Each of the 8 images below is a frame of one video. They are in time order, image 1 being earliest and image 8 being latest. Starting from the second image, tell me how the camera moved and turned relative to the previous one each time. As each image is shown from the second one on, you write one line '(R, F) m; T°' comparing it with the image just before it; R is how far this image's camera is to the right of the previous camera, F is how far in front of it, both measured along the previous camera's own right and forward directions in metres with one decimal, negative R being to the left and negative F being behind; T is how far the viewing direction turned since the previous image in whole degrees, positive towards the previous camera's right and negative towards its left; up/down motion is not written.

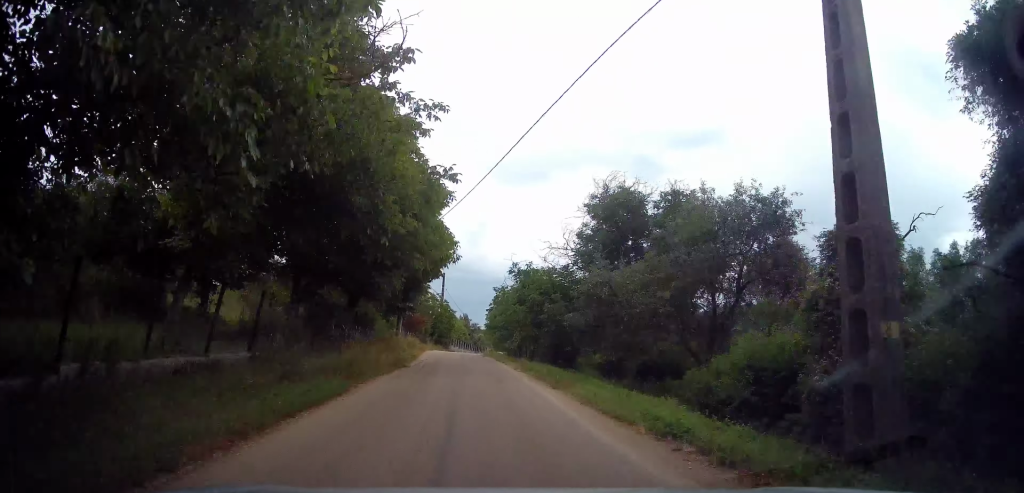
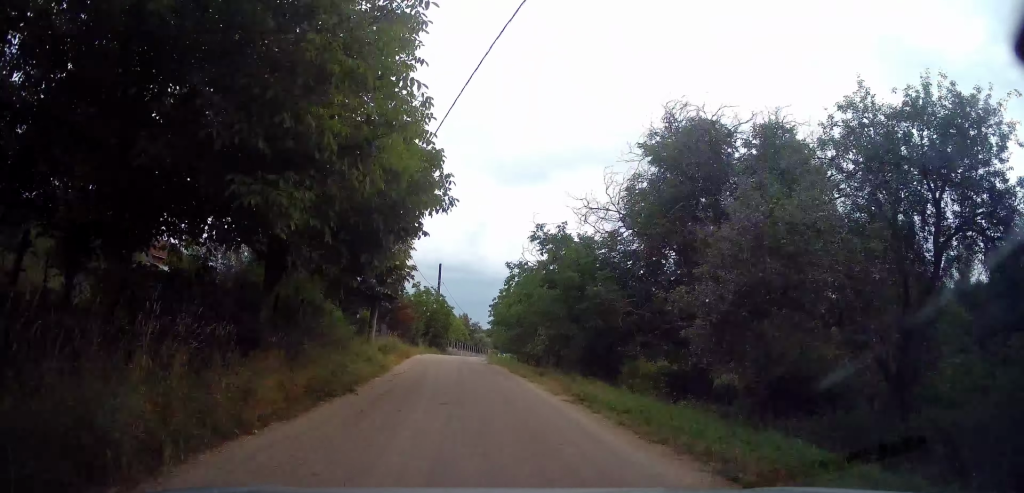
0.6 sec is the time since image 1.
(+0.1, +9.5) m; -1°
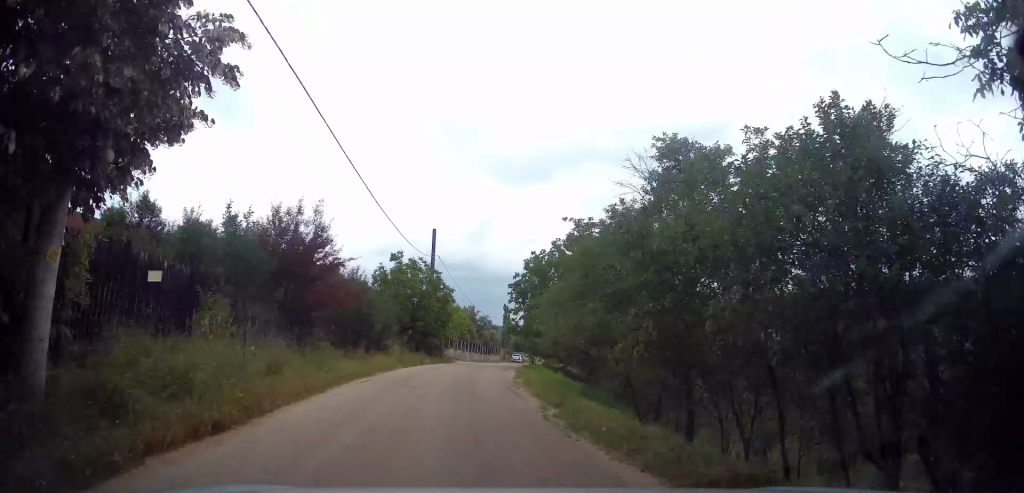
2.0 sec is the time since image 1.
(-0.1, +20.2) m; +2°
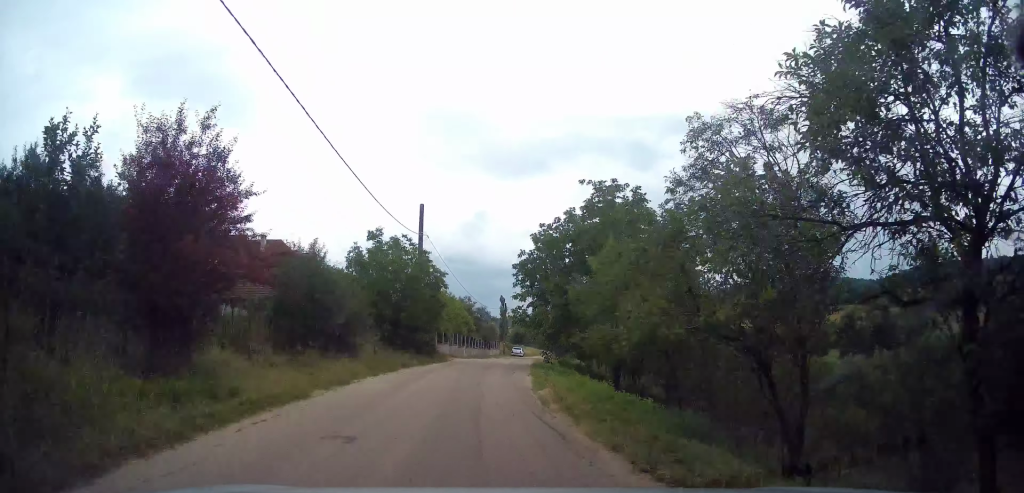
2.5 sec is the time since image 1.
(+0.2, +6.9) m; +1°
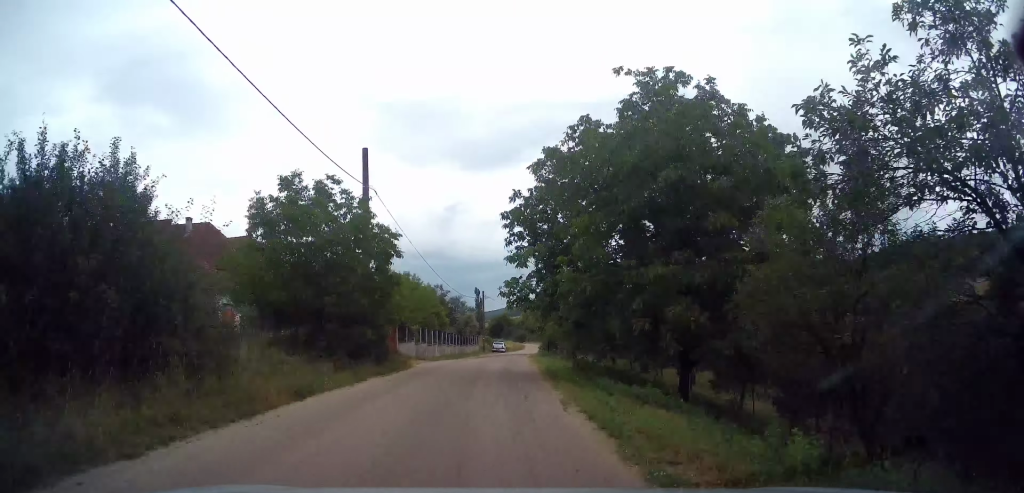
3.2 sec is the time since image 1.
(+0.1, +11.3) m; +1°
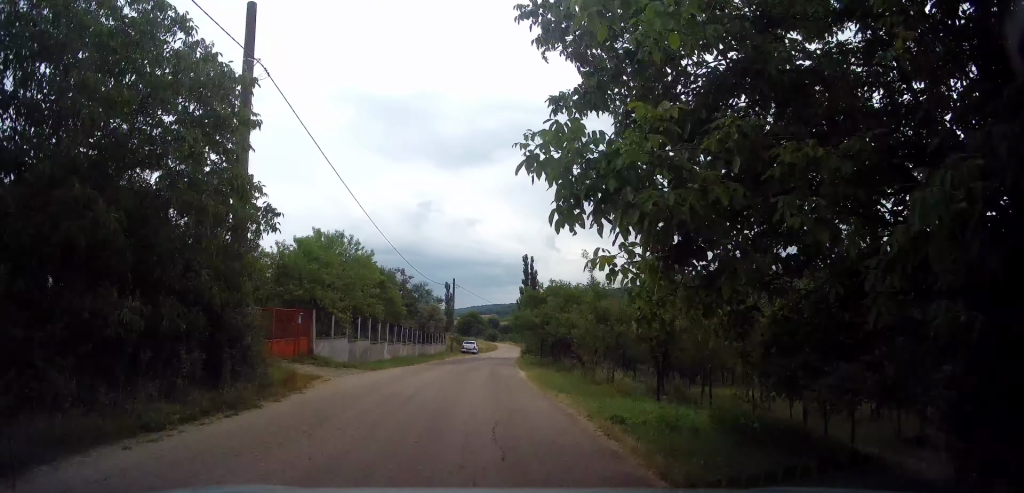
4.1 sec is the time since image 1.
(+0.2, +12.8) m; +2°
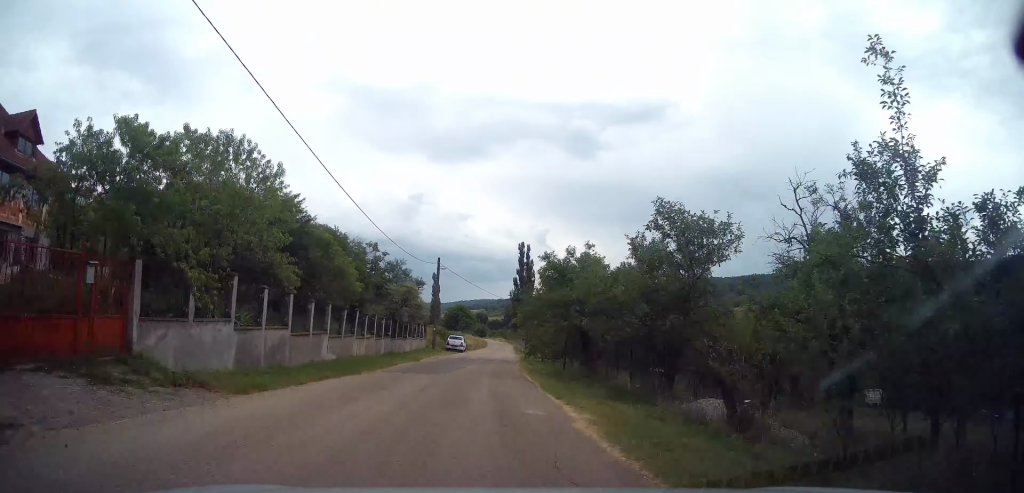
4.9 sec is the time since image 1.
(+0.2, +11.5) m; +2°
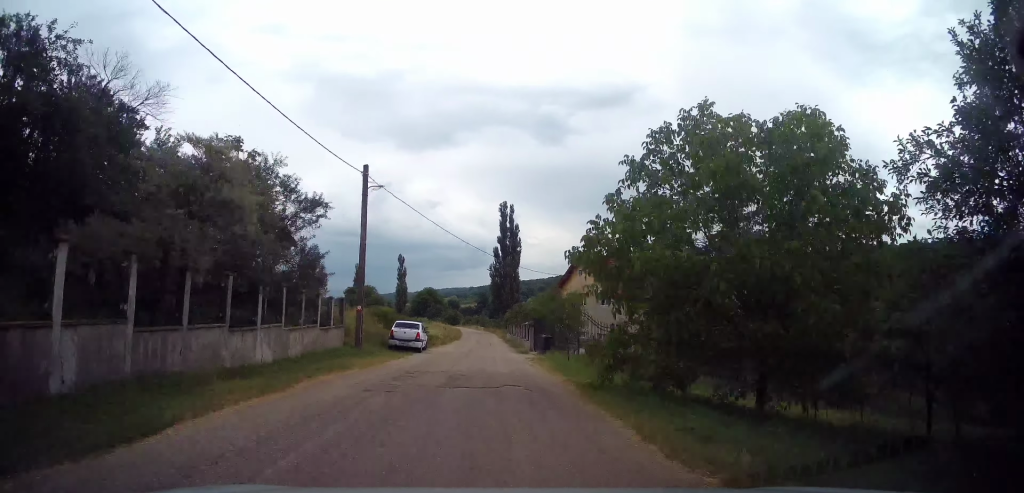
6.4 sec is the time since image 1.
(+0.8, +24.0) m; +2°
